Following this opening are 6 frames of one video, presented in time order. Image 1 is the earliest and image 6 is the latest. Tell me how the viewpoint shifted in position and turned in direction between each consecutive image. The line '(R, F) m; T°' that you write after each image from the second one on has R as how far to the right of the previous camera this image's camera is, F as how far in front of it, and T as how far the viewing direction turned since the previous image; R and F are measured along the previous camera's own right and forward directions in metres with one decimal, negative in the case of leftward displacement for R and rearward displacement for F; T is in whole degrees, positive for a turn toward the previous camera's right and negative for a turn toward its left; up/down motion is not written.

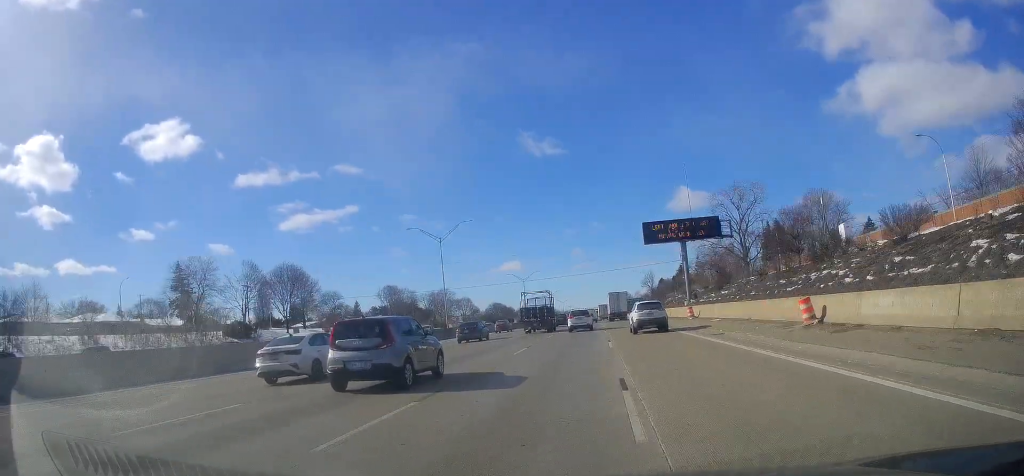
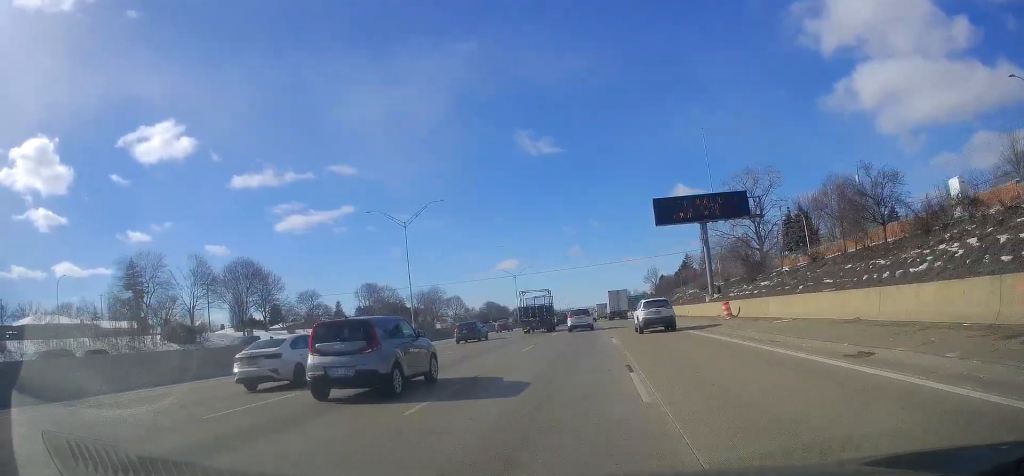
(0.0, +13.1) m; 0°
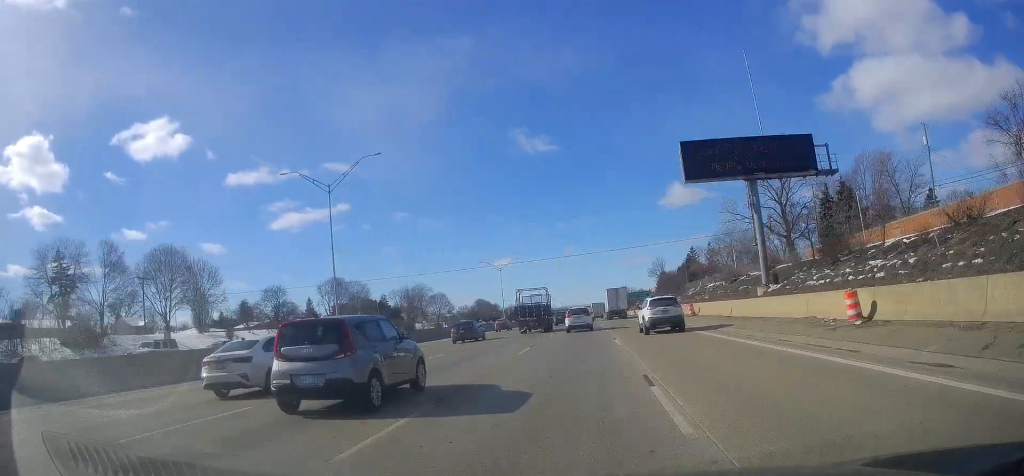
(0.0, +17.4) m; 0°
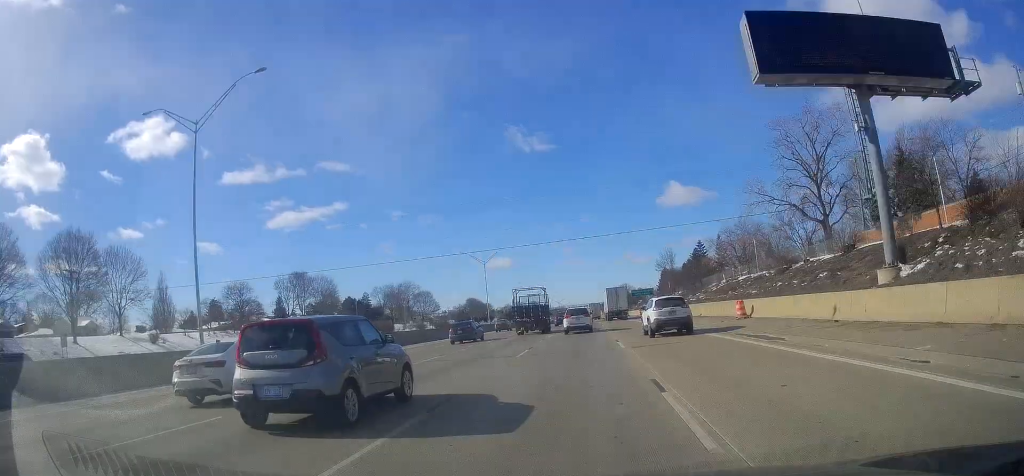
(-0.3, +16.1) m; 0°
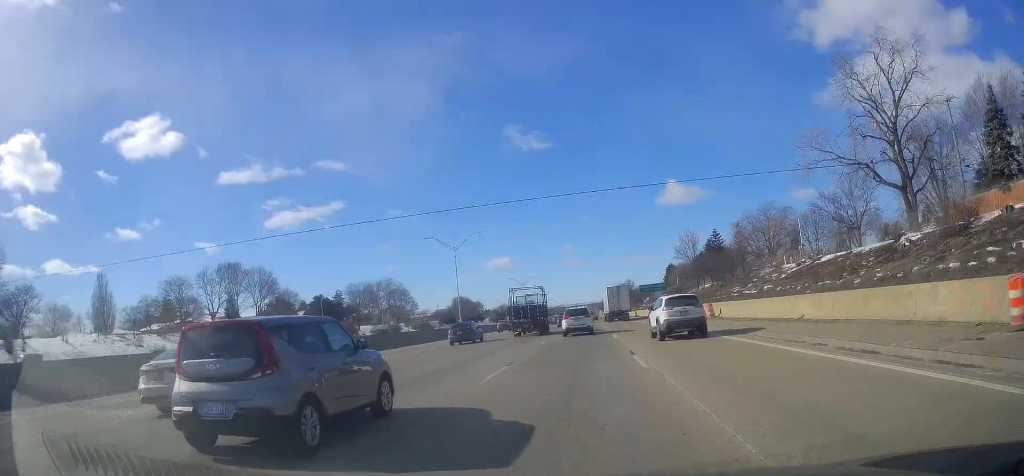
(+0.1, +22.4) m; +1°
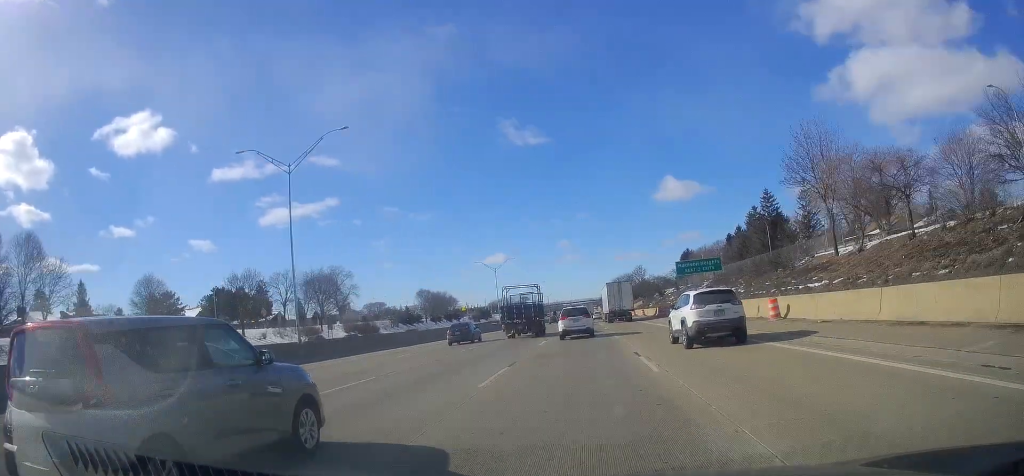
(+0.5, +46.1) m; 0°
